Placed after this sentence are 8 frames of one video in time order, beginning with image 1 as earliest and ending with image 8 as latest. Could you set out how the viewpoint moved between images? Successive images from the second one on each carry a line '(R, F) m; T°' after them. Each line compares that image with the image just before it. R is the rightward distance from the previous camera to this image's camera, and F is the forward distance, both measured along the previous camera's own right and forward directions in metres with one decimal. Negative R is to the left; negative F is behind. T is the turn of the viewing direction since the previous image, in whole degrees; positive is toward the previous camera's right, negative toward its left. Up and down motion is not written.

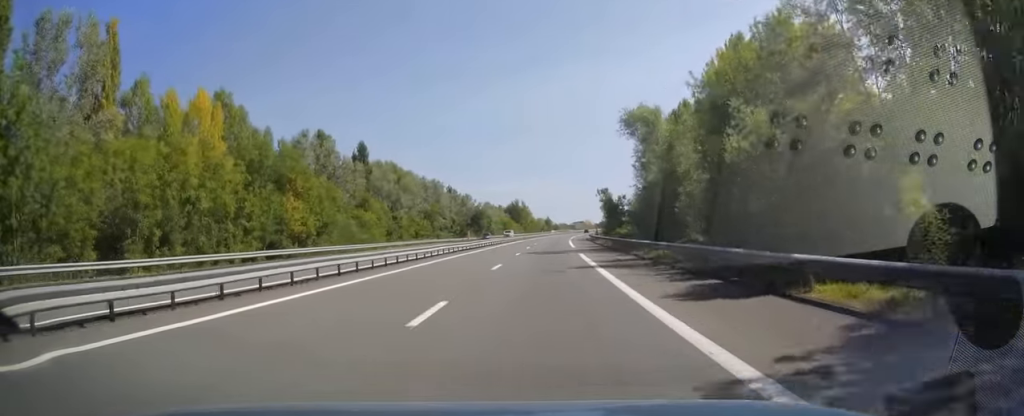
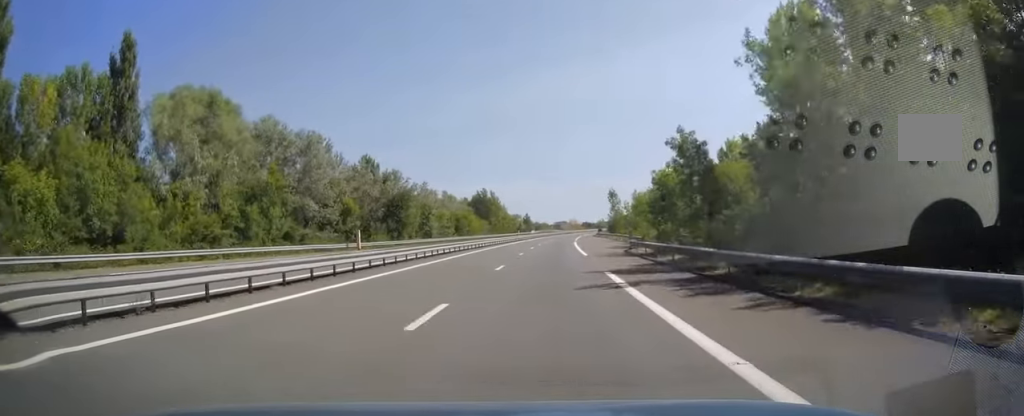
(+1.2, +66.4) m; +2°
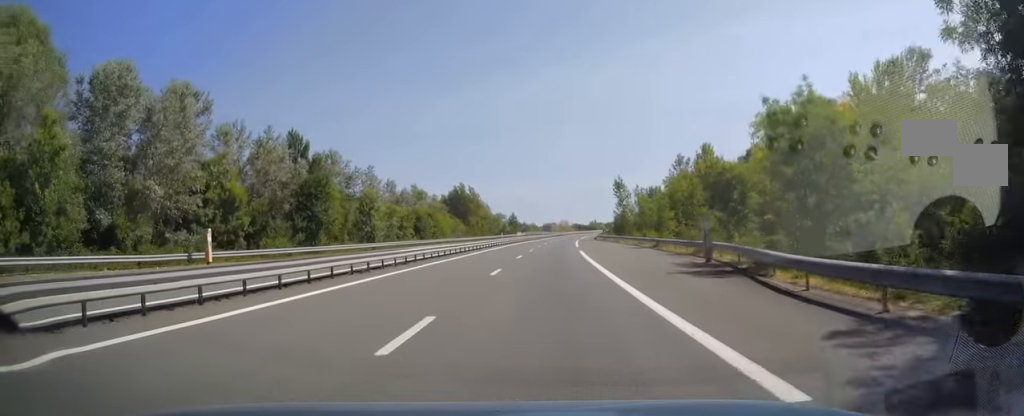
(+0.1, +27.9) m; 0°
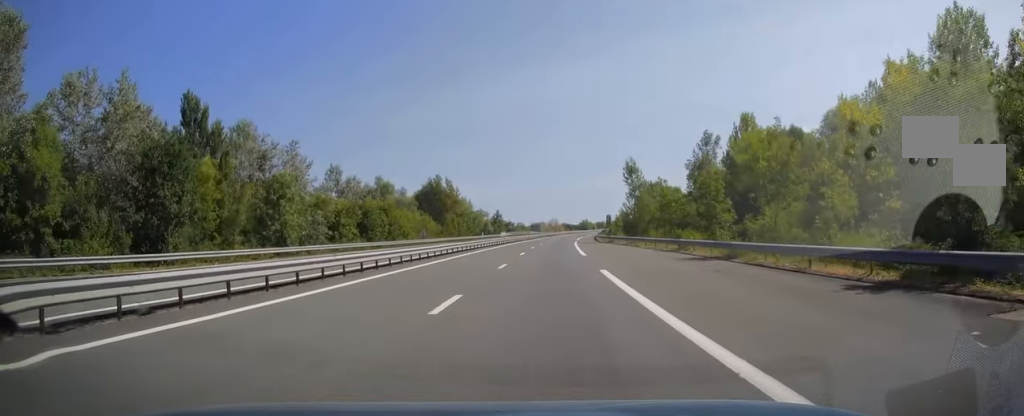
(+0.1, +22.5) m; +1°
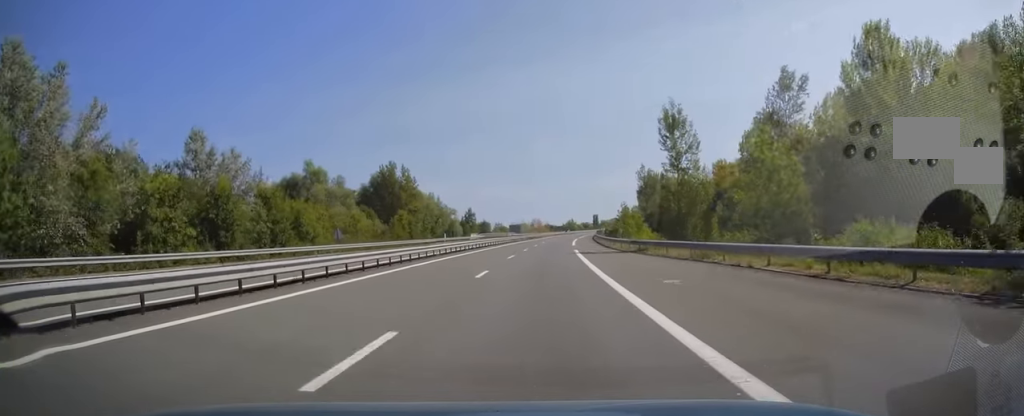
(+0.5, +30.8) m; +1°
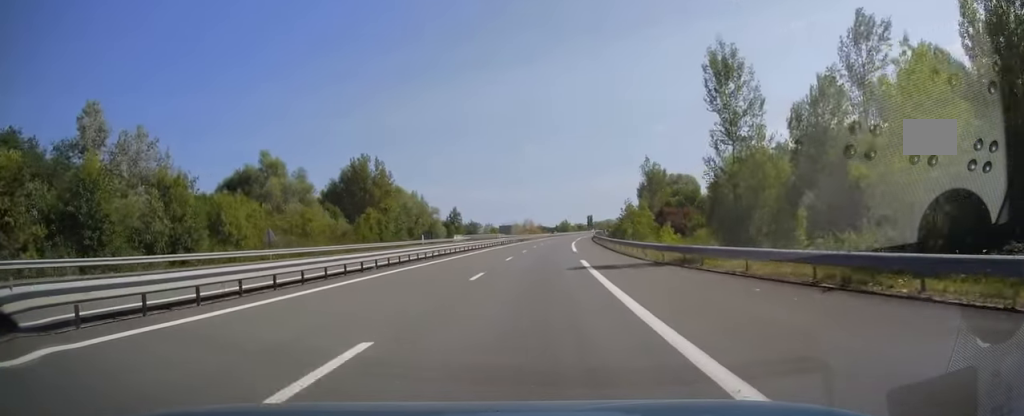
(+0.1, +13.7) m; +1°
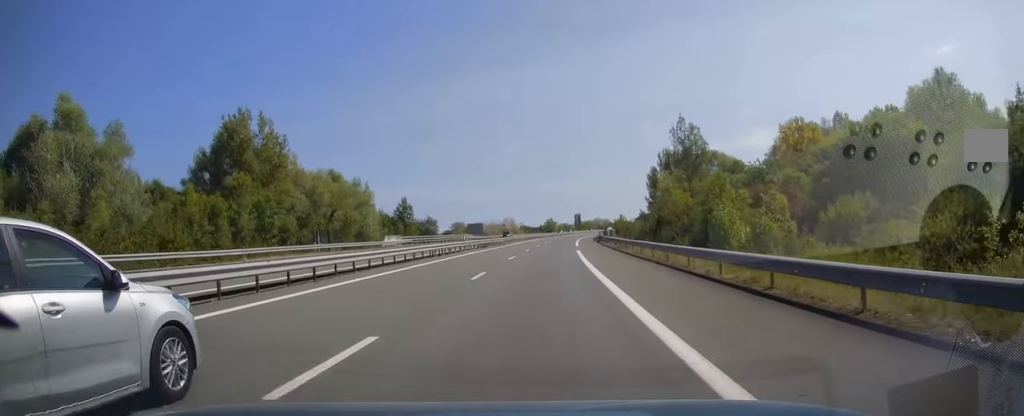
(+0.5, +38.7) m; +2°
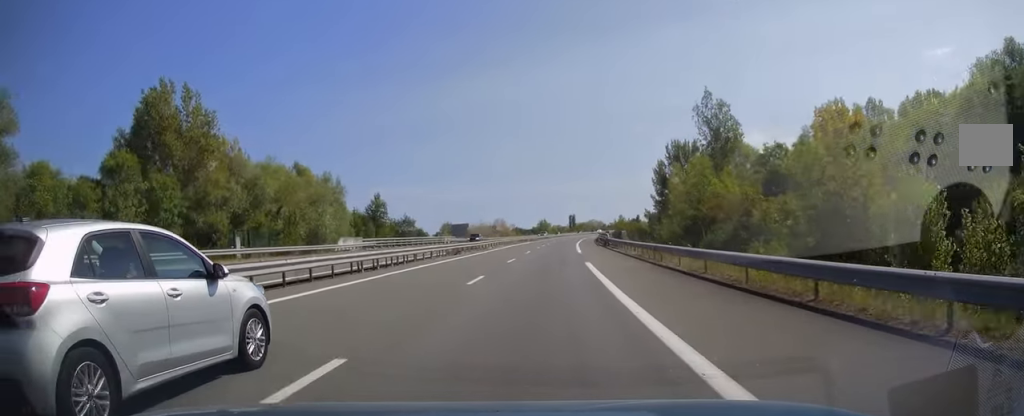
(0.0, +14.2) m; +1°
